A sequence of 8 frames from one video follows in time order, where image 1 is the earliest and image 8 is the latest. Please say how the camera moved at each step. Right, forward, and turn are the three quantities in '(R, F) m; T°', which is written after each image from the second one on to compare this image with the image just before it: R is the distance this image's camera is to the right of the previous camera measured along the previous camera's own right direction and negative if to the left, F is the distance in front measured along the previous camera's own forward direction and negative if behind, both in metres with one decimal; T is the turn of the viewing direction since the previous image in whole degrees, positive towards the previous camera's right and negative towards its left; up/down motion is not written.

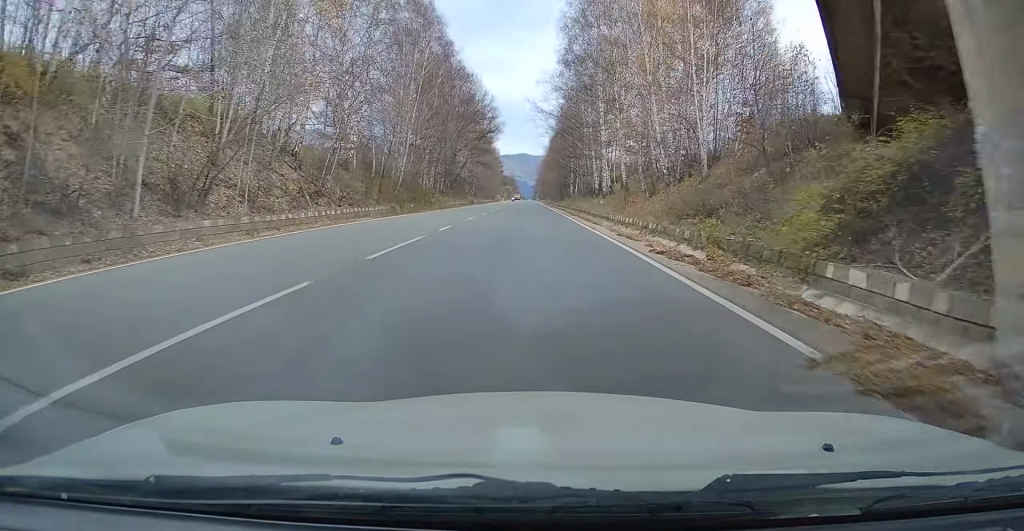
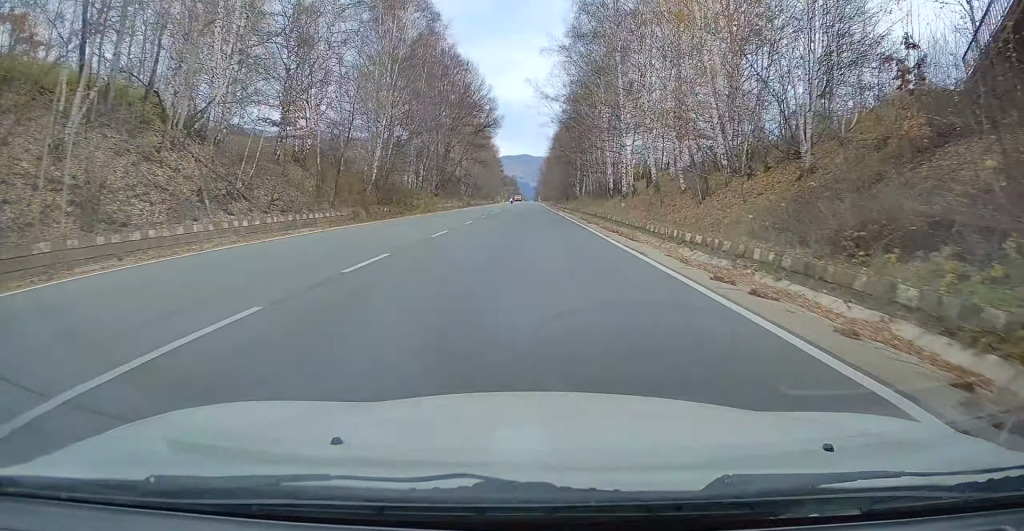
(0.0, +11.2) m; 0°
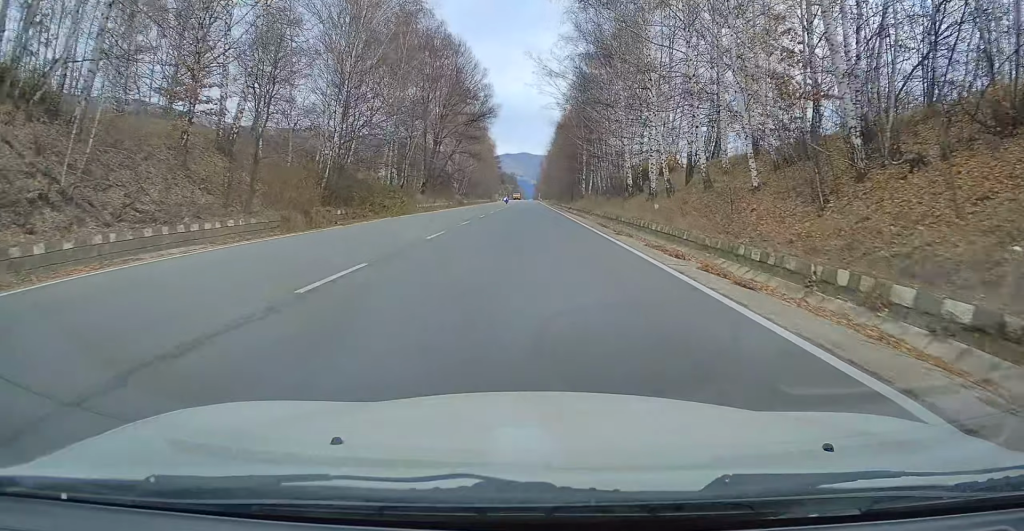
(0.0, +11.2) m; 0°
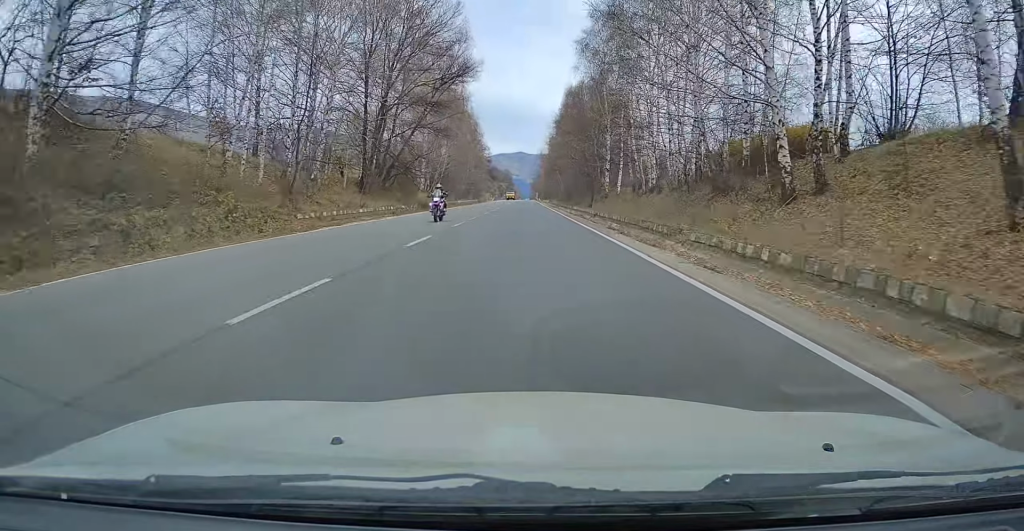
(+0.2, +30.0) m; +1°
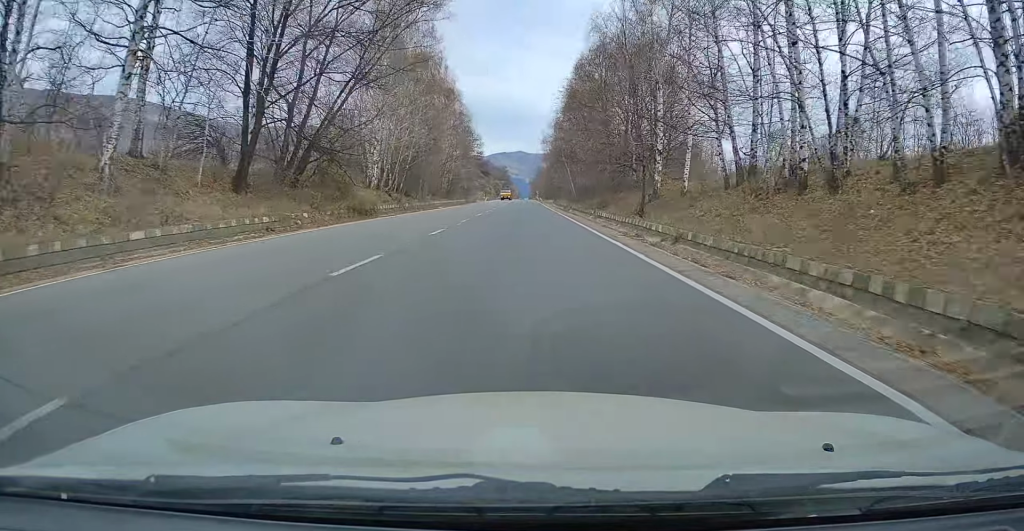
(+0.1, +23.9) m; 0°
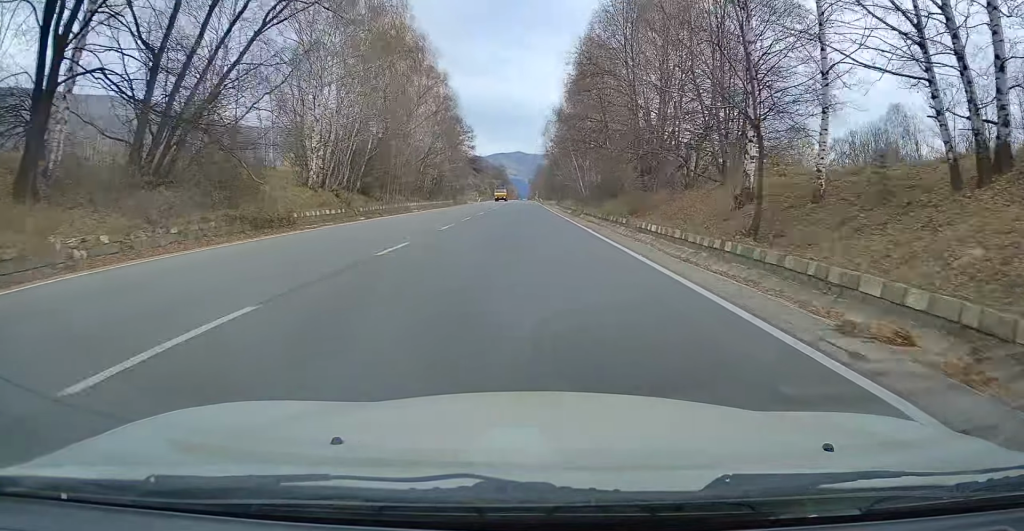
(0.0, +15.4) m; 0°
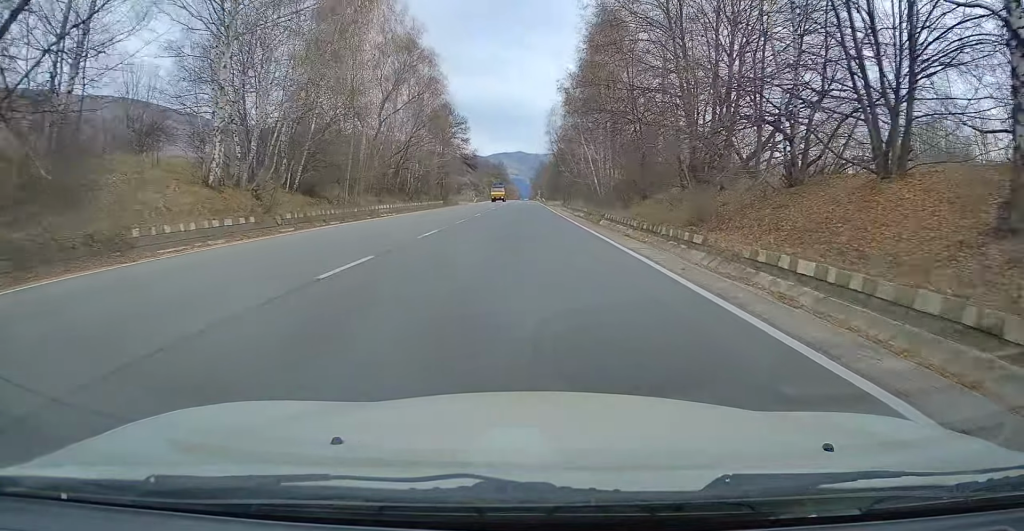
(-0.2, +12.8) m; 0°
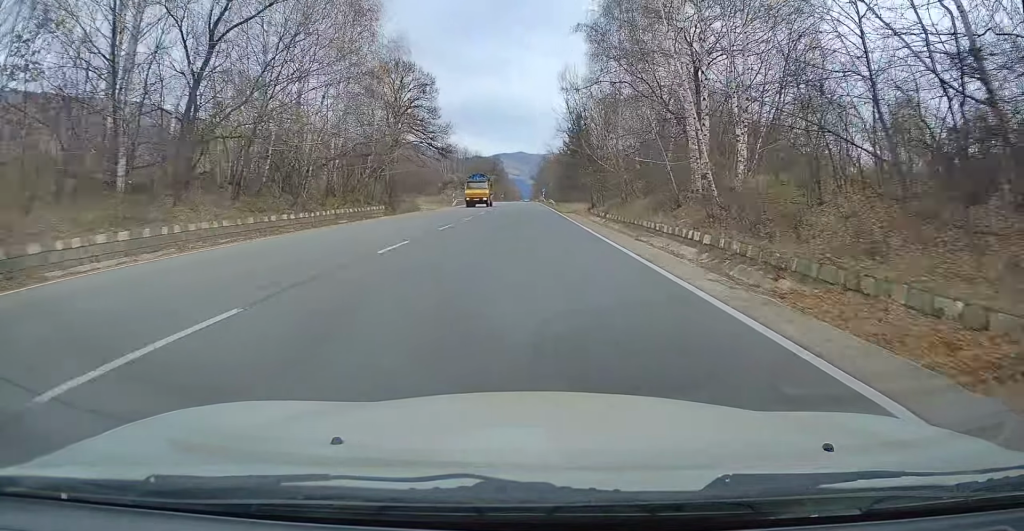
(+0.3, +33.0) m; +1°
